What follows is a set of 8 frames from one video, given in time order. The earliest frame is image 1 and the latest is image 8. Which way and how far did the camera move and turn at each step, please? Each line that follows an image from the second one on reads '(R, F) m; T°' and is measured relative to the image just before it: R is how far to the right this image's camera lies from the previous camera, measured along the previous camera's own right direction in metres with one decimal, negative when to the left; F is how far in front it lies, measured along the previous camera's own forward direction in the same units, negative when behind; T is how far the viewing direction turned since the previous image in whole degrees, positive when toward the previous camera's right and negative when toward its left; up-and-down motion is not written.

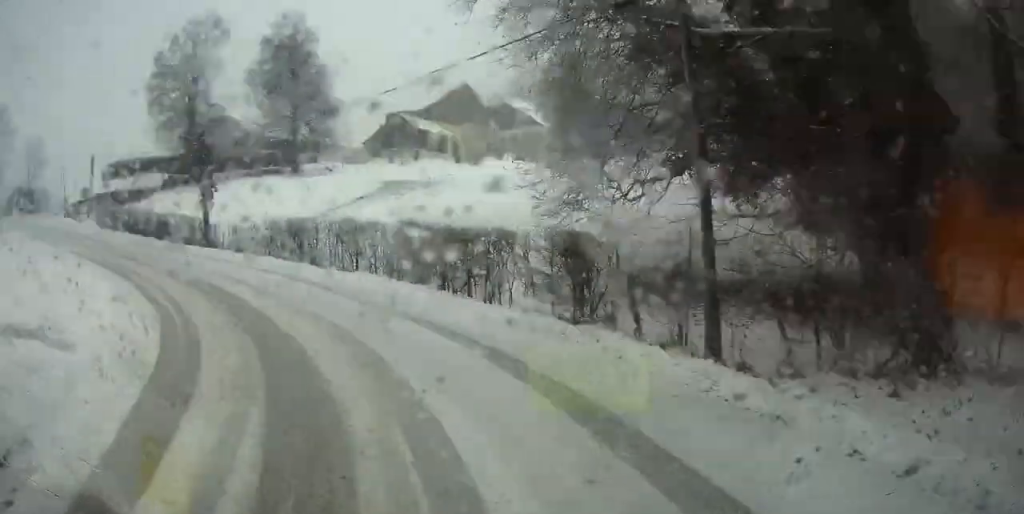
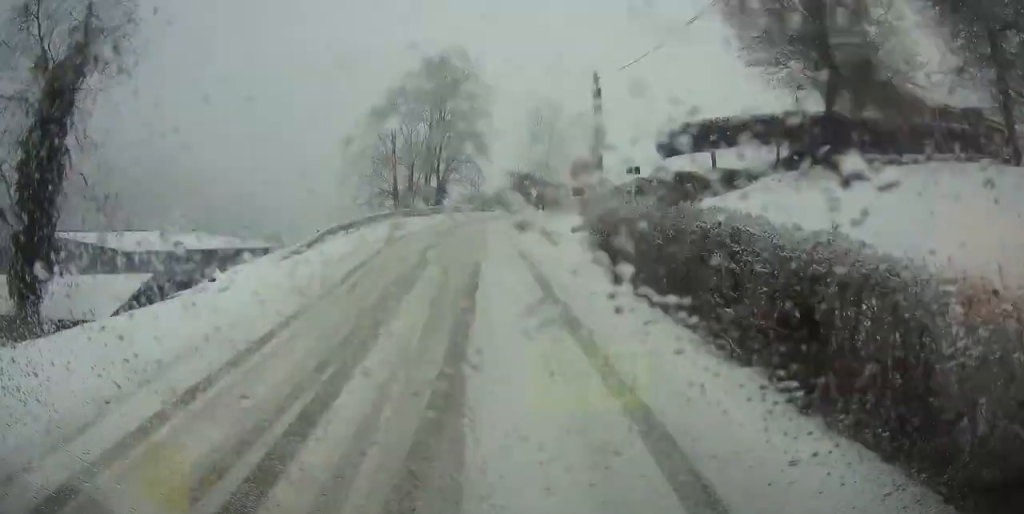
(-13.5, +30.7) m; -18°
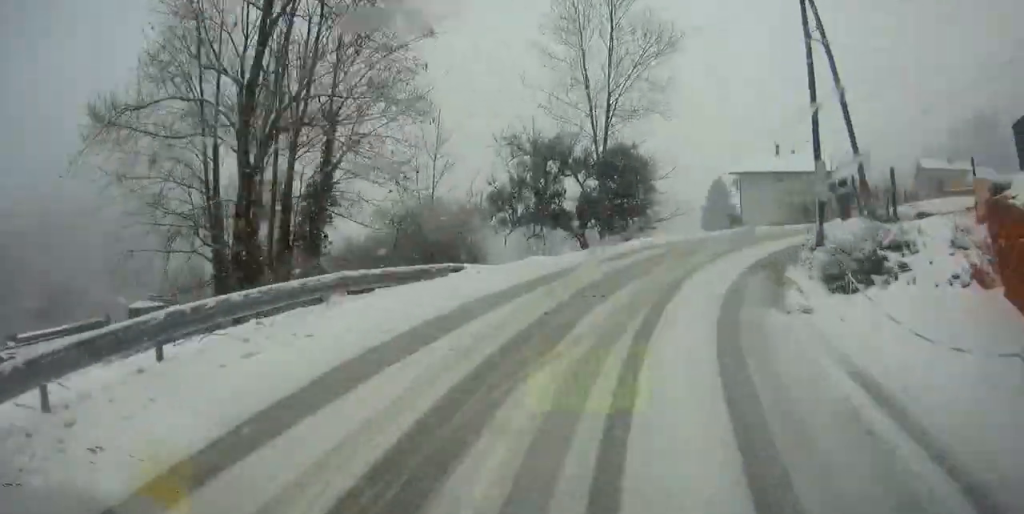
(+4.8, +40.6) m; +26°
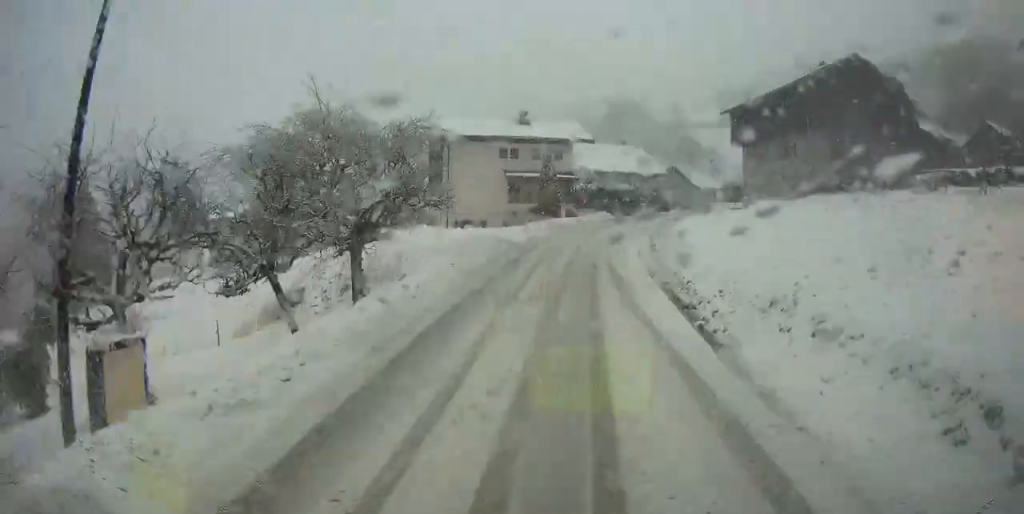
(+20.1, +83.6) m; +18°
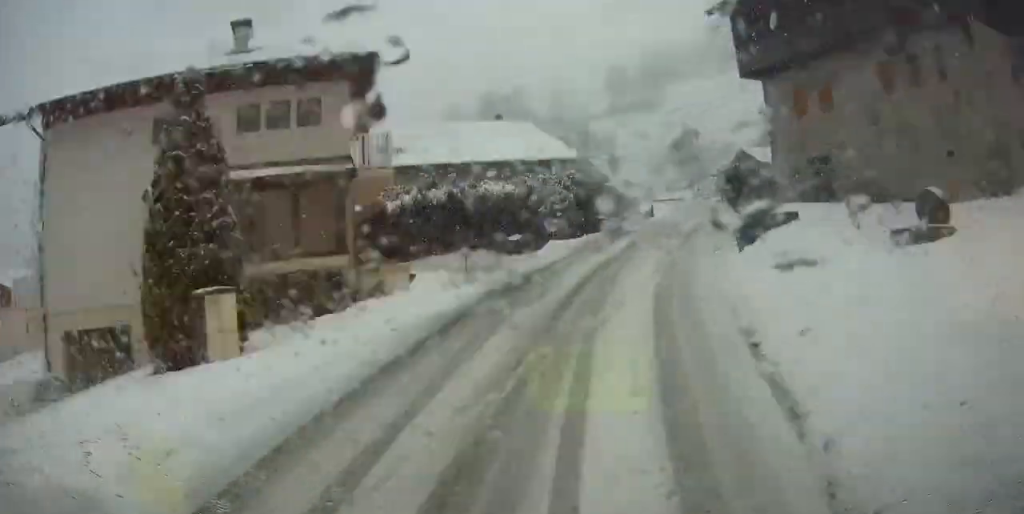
(+3.5, +31.5) m; +3°
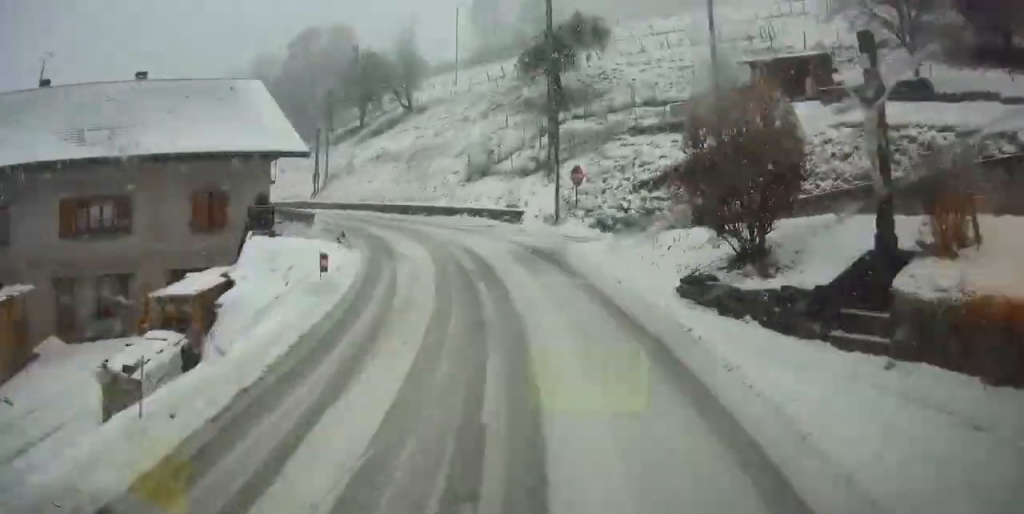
(+1.9, +75.8) m; -16°
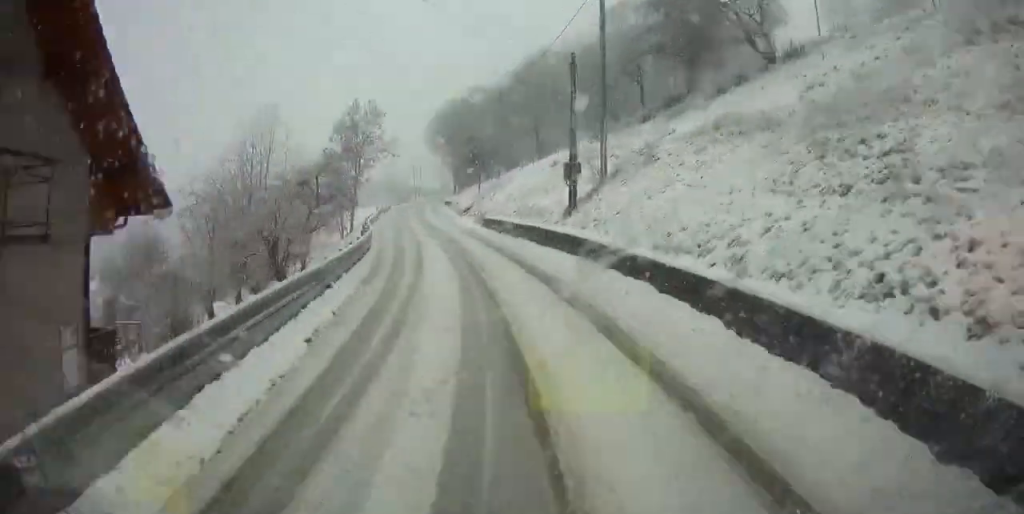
(-9.2, +36.1) m; -13°
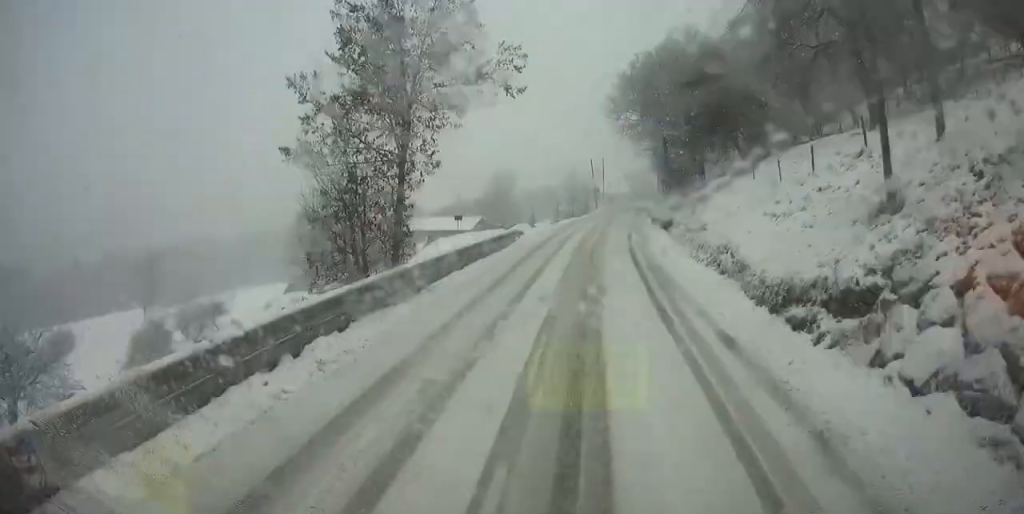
(-7.3, +53.0) m; -8°
